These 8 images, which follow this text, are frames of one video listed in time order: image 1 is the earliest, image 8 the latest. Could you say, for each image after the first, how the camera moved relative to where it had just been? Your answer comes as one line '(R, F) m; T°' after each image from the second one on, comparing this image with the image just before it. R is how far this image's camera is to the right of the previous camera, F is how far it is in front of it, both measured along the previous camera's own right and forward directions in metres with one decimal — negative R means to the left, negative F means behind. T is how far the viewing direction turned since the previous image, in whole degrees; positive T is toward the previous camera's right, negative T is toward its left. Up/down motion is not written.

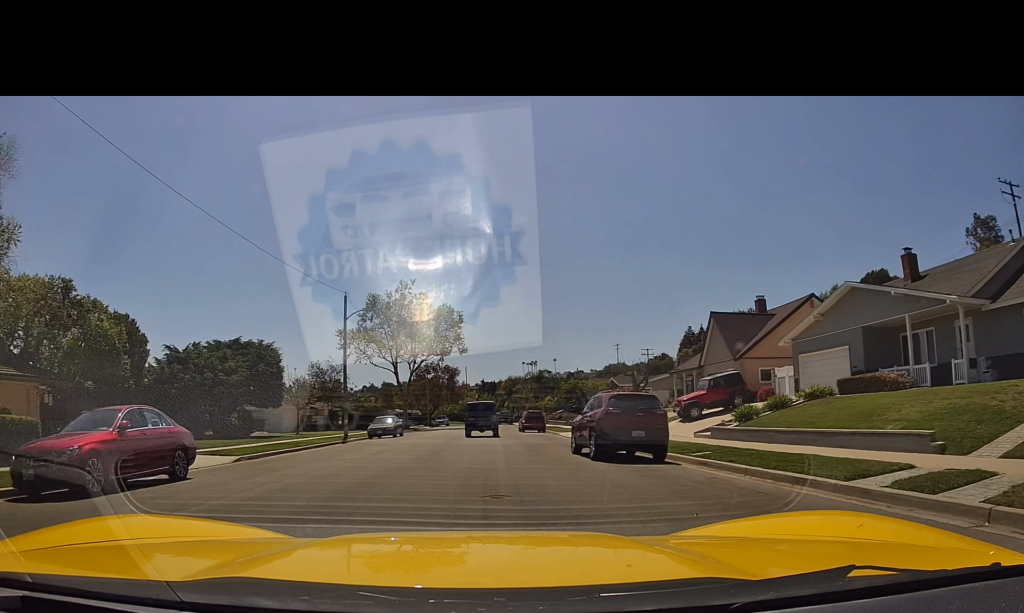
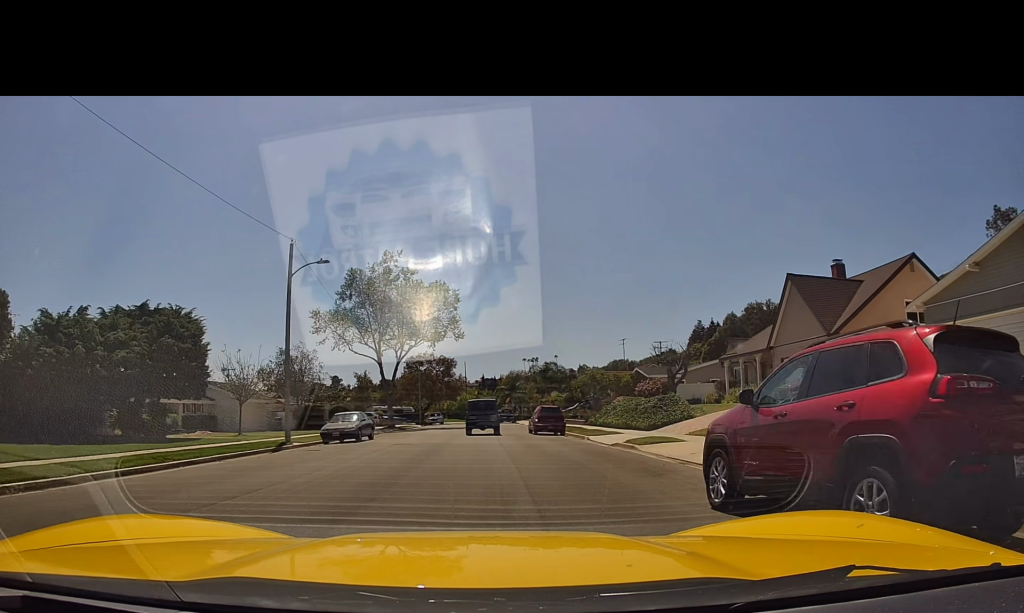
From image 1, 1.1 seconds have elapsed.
(+0.1, +10.5) m; +1°
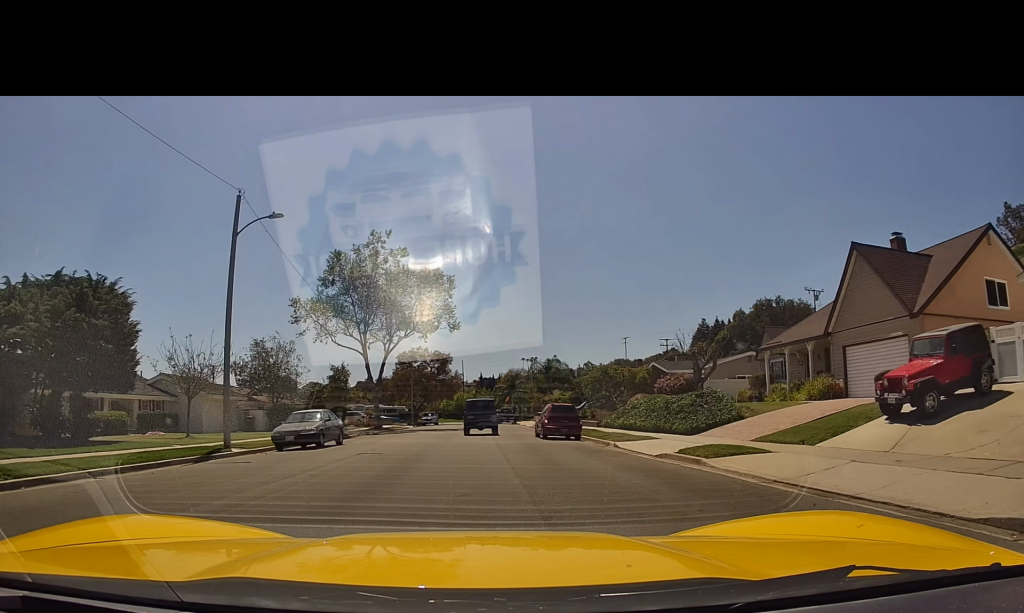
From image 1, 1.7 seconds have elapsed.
(+0.1, +6.2) m; 0°
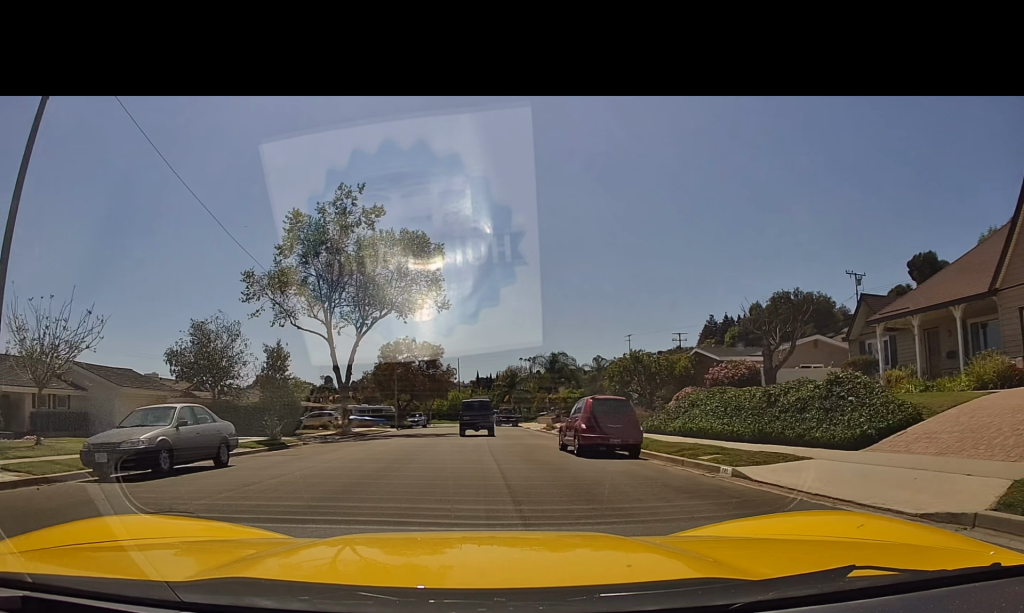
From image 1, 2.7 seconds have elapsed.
(-0.1, +10.6) m; -1°
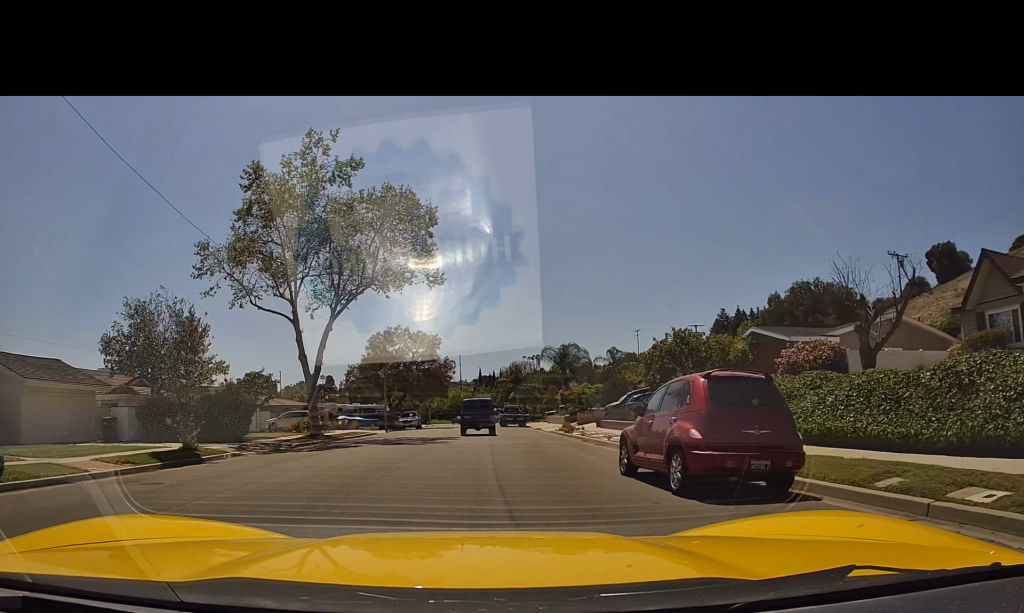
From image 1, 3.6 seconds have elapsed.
(-0.1, +8.5) m; 0°
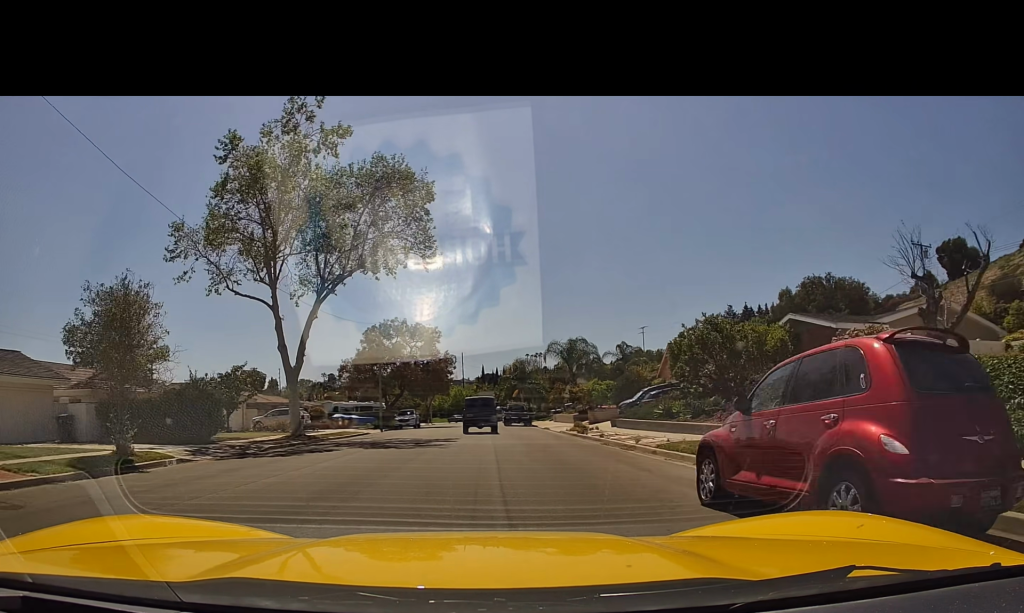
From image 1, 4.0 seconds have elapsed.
(+0.1, +3.9) m; 0°
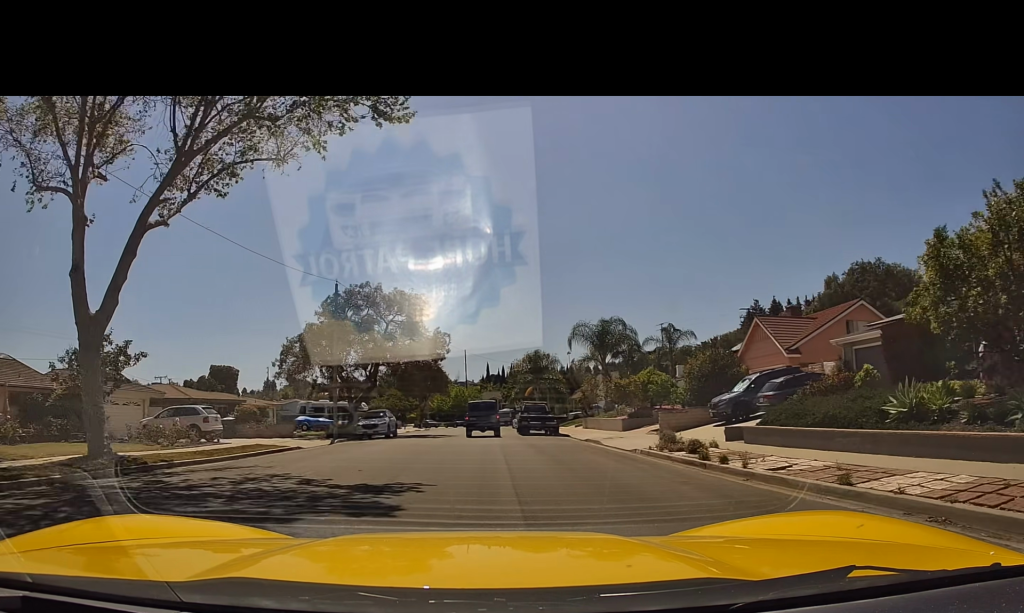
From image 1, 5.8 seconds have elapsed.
(-0.3, +17.4) m; -1°
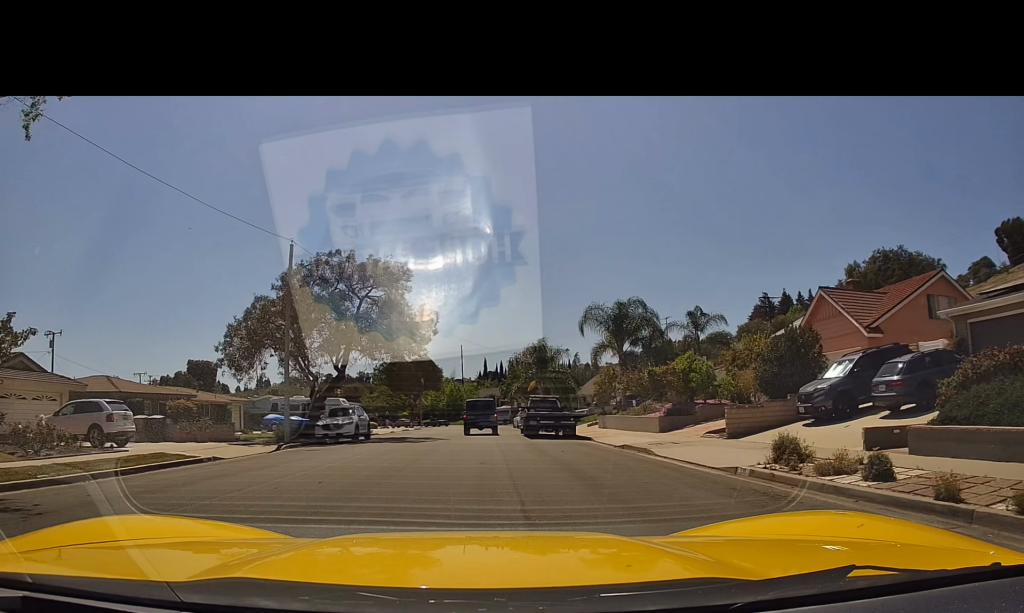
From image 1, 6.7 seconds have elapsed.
(+0.1, +8.5) m; +1°
